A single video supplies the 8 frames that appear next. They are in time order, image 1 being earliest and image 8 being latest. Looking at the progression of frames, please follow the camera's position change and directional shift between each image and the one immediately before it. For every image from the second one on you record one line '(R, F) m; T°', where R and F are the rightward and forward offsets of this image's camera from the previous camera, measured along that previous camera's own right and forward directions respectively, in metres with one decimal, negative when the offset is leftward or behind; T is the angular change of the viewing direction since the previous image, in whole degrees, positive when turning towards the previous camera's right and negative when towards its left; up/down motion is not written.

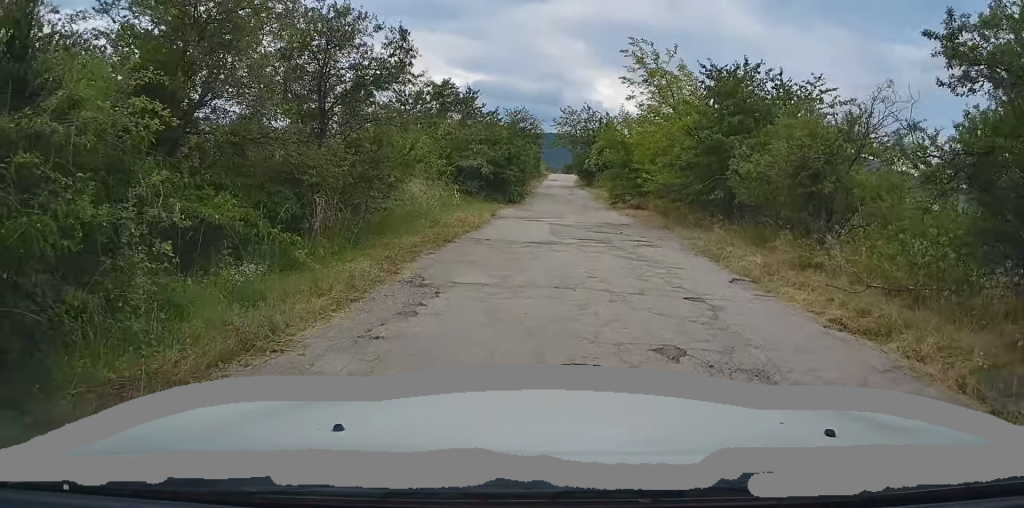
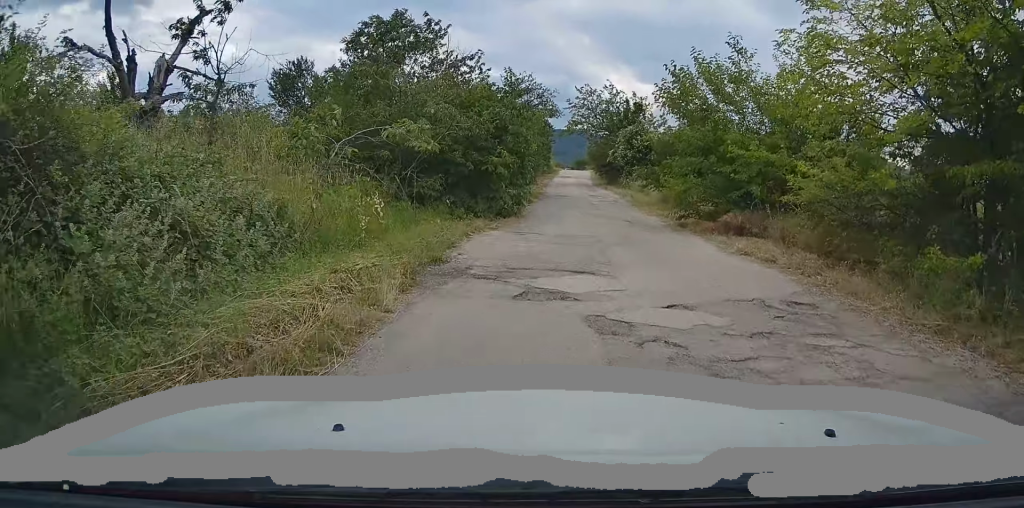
(0.0, +12.6) m; +1°
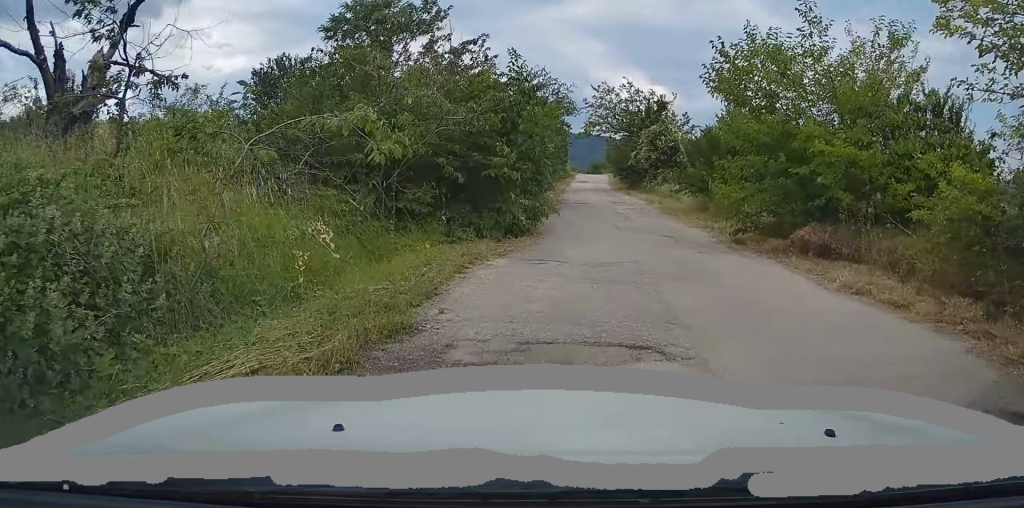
(-0.1, +3.4) m; +1°
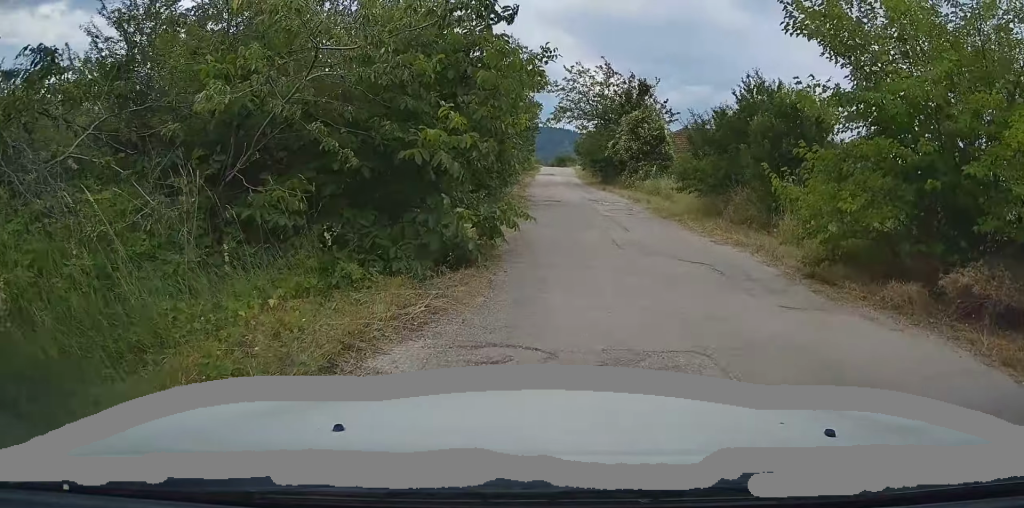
(+0.3, +5.3) m; +4°
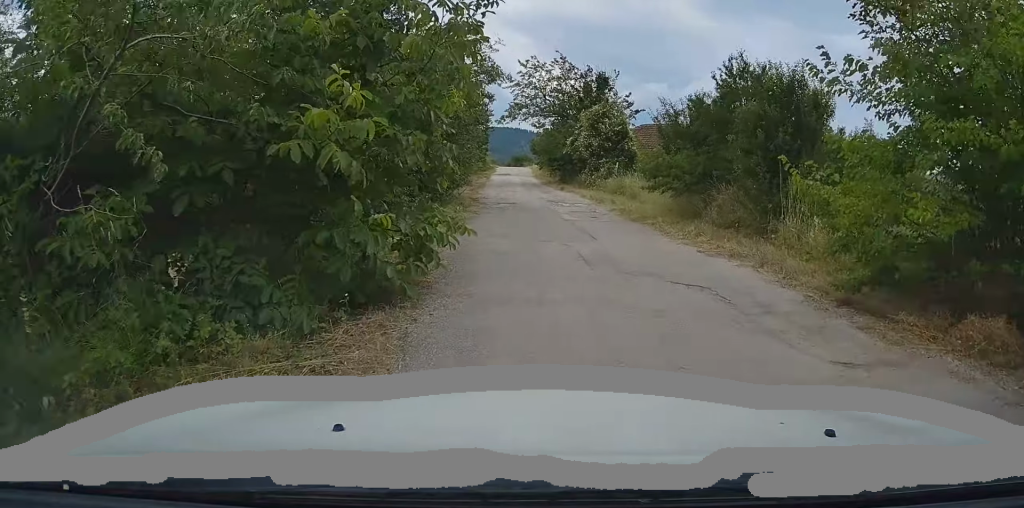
(0.0, +2.3) m; 0°
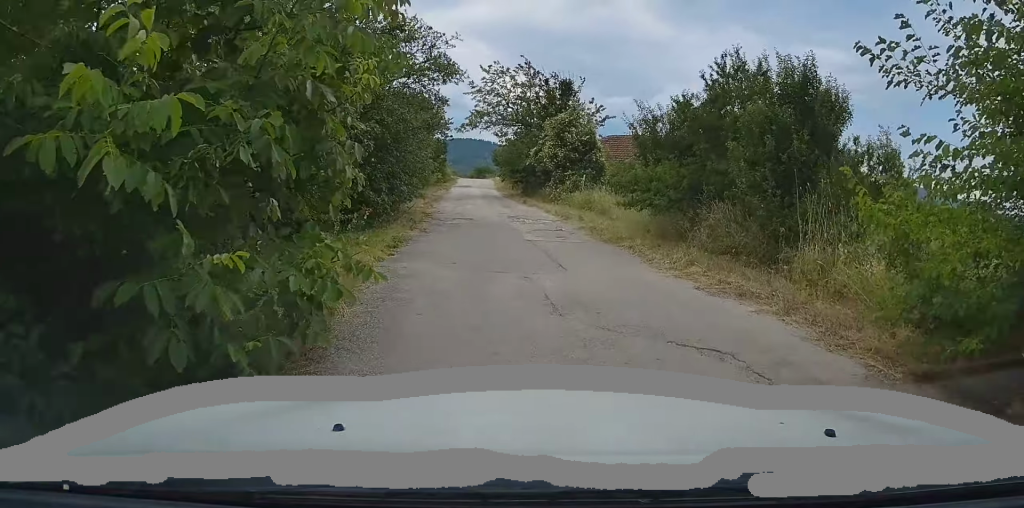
(0.0, +2.3) m; 0°
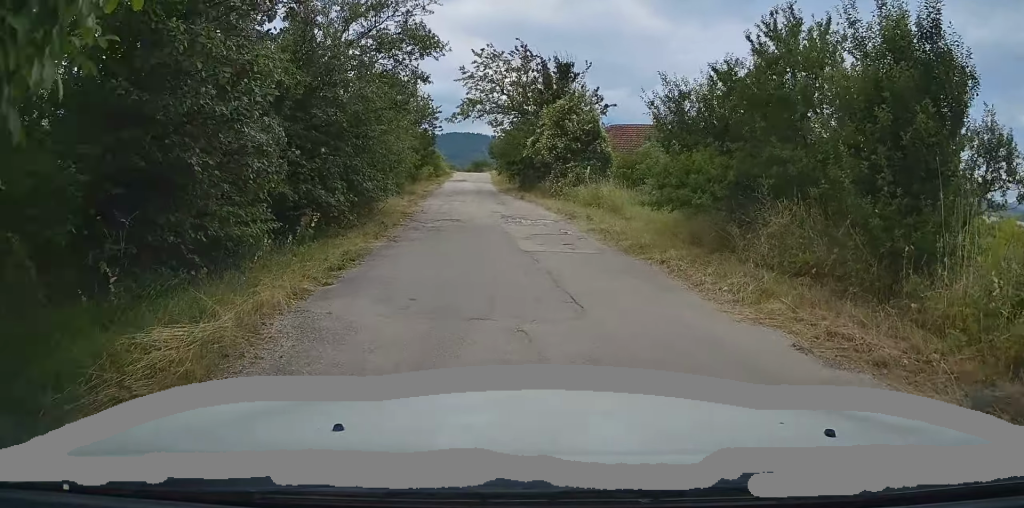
(0.0, +3.2) m; +1°
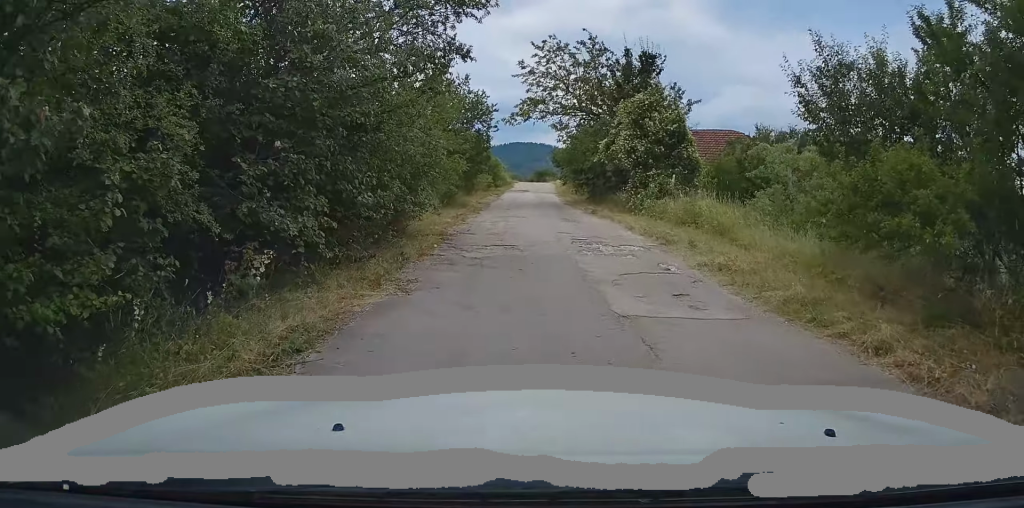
(+0.1, +4.4) m; -2°
